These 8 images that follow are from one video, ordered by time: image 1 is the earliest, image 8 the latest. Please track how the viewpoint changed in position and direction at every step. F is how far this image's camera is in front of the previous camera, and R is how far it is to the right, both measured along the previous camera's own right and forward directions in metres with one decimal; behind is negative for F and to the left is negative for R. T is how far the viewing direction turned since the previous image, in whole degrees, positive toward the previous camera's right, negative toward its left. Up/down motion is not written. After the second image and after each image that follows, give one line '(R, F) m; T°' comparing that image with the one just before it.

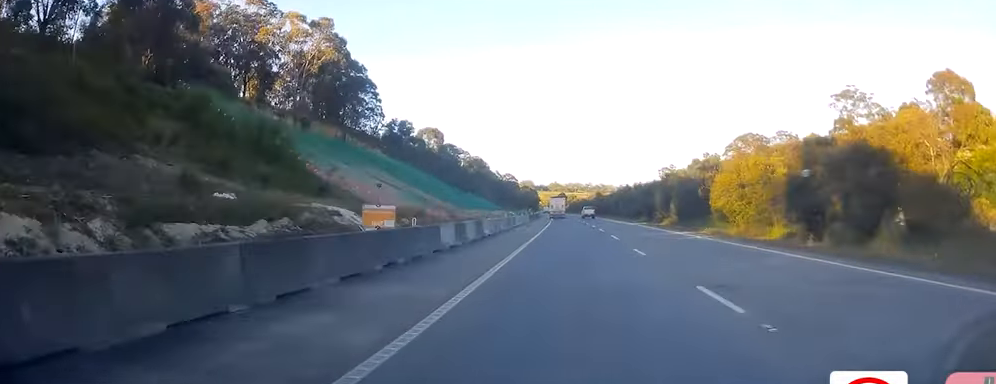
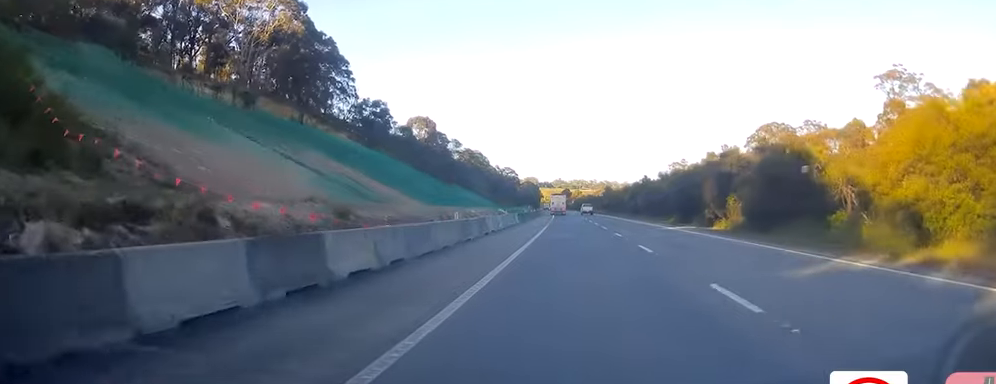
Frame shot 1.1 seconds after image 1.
(-0.4, +24.3) m; -1°
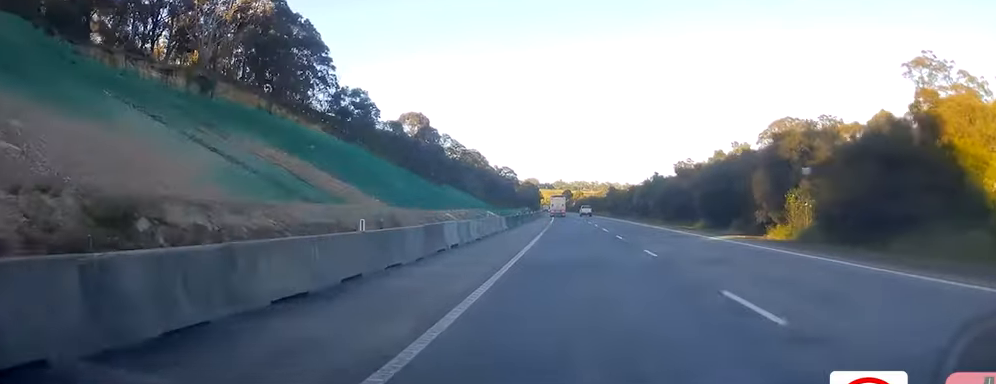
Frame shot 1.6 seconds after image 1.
(-0.1, +12.9) m; 0°
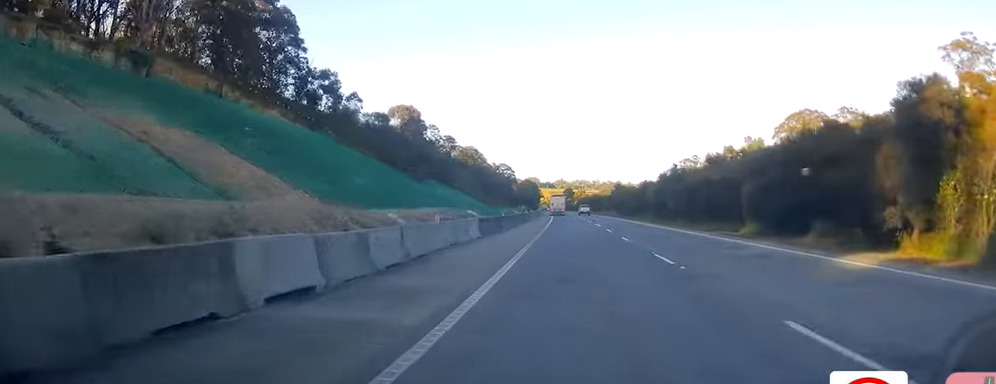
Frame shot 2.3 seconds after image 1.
(0.0, +15.1) m; 0°
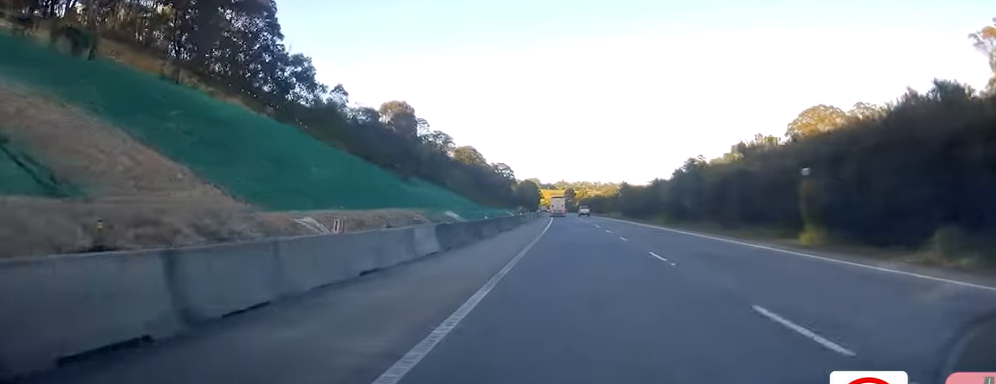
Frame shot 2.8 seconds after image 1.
(+0.1, +10.6) m; 0°
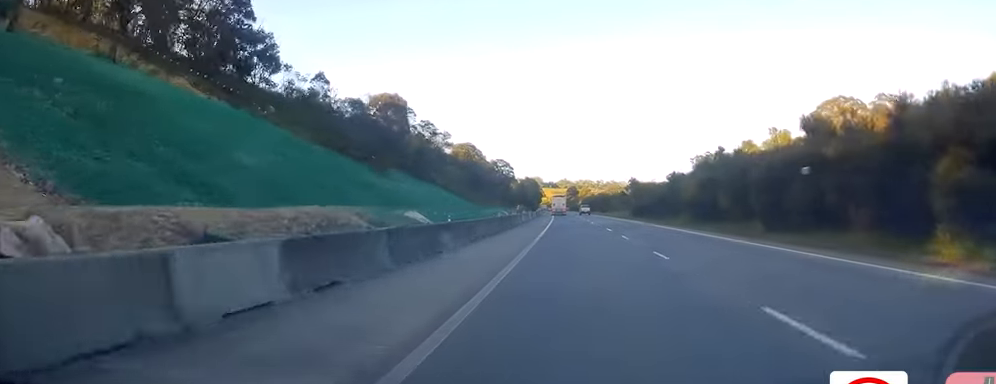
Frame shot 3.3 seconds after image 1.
(0.0, +12.1) m; 0°
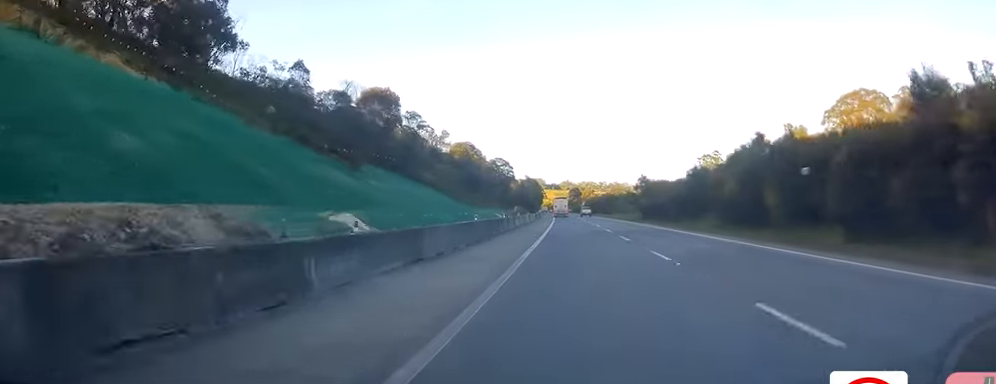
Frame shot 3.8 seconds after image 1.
(0.0, +11.4) m; 0°
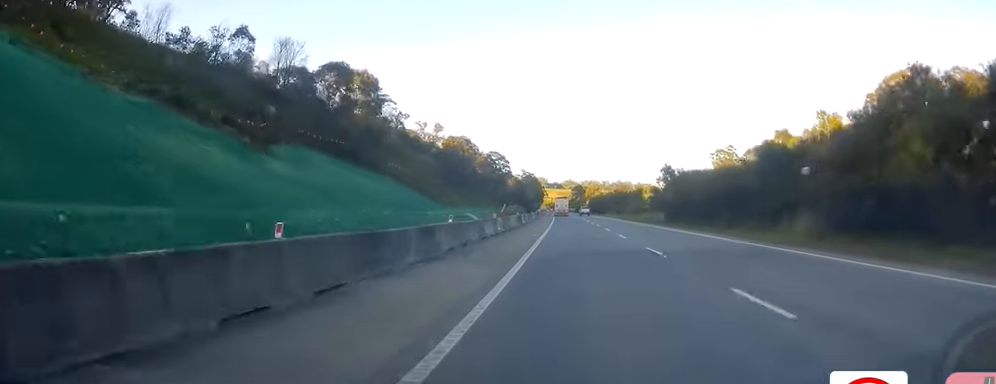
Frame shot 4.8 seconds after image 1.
(0.0, +22.1) m; 0°
